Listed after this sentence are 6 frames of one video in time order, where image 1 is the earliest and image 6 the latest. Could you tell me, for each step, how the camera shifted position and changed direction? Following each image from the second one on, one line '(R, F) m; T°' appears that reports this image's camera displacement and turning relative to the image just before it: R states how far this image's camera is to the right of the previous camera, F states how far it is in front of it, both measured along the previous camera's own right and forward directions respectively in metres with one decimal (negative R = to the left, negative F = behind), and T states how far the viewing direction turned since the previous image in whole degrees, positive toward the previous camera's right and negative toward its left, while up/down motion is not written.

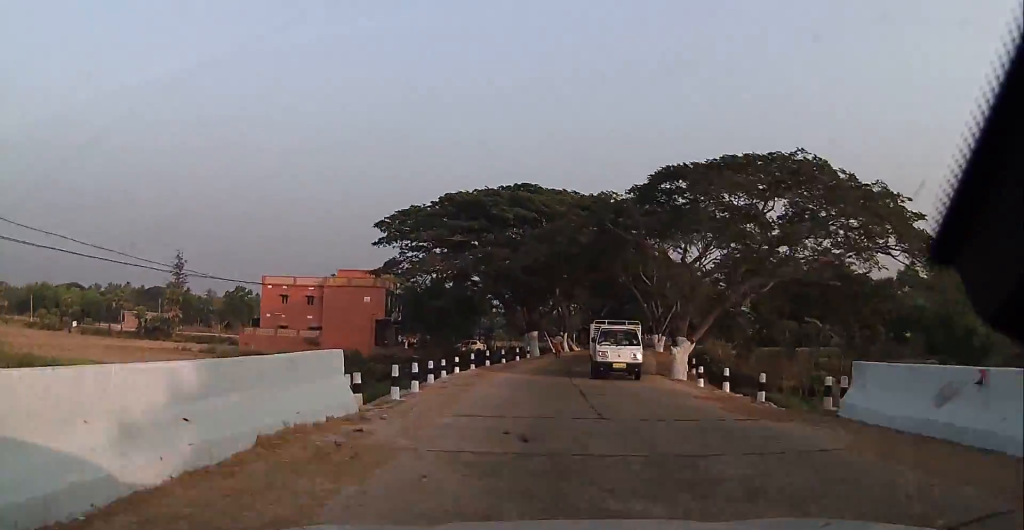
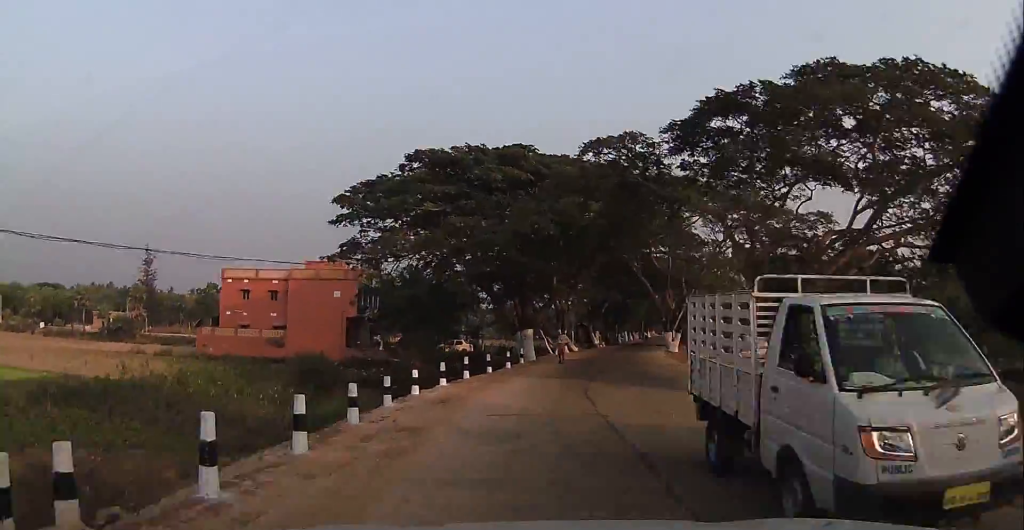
(0.0, +8.8) m; +4°
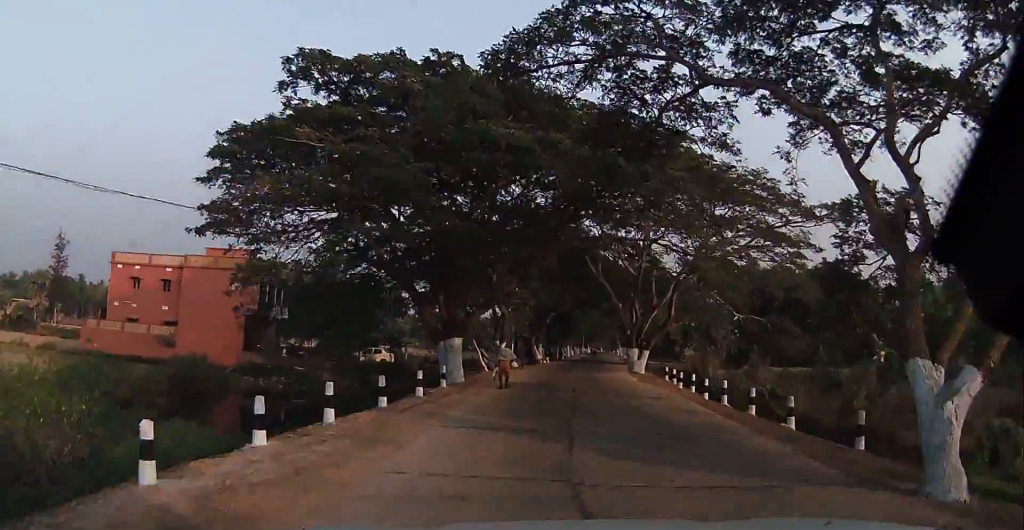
(+0.7, +10.4) m; +4°
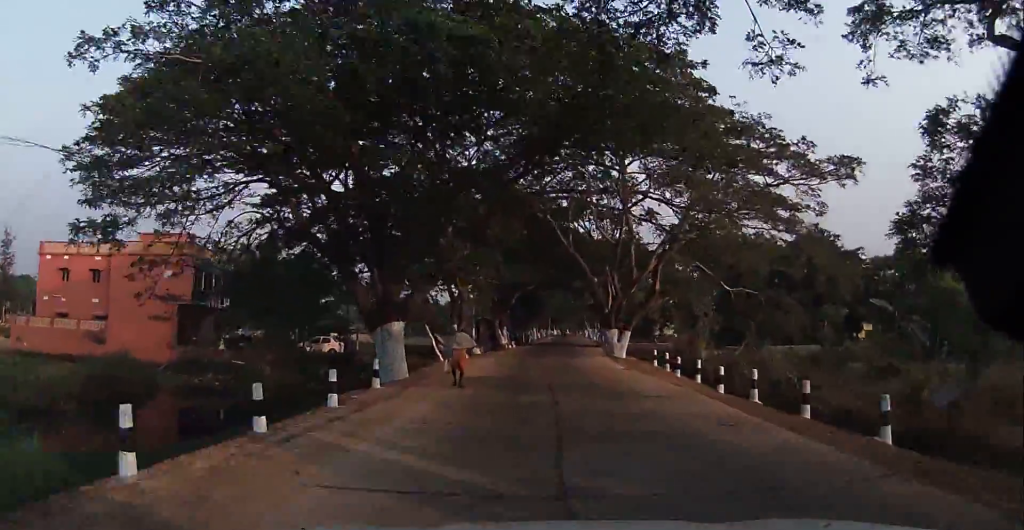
(+0.1, +5.8) m; +1°
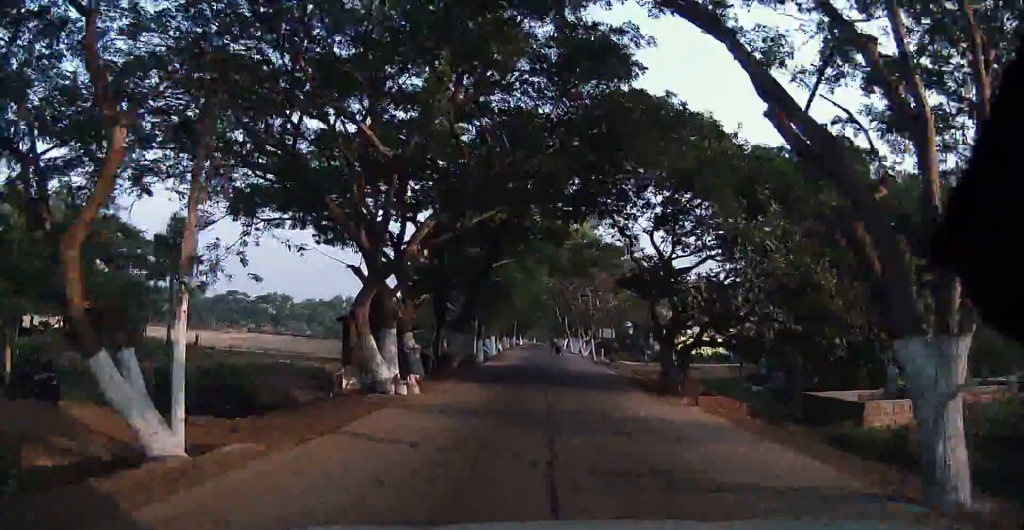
(+0.4, +38.3) m; 0°
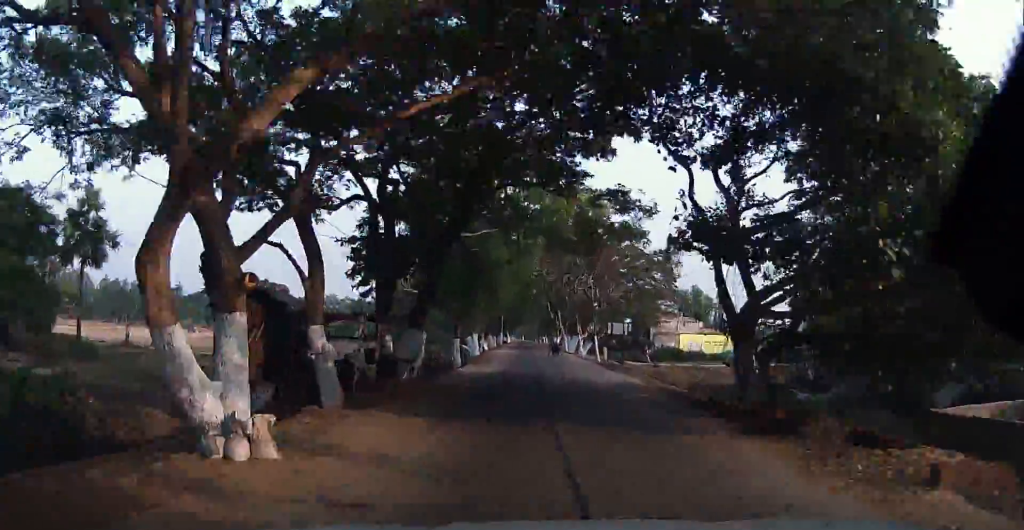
(-0.1, +10.3) m; 0°
